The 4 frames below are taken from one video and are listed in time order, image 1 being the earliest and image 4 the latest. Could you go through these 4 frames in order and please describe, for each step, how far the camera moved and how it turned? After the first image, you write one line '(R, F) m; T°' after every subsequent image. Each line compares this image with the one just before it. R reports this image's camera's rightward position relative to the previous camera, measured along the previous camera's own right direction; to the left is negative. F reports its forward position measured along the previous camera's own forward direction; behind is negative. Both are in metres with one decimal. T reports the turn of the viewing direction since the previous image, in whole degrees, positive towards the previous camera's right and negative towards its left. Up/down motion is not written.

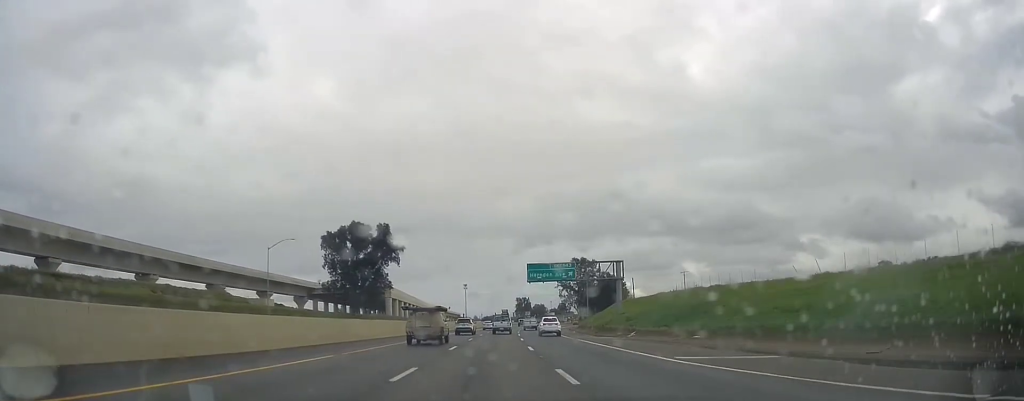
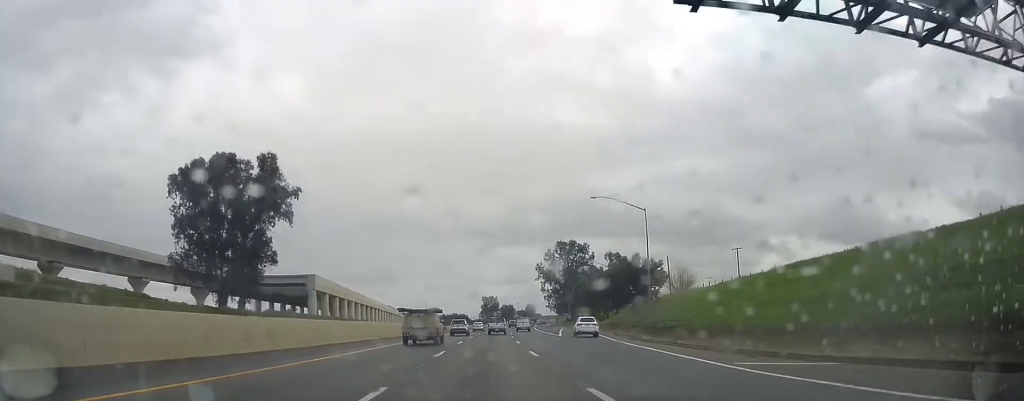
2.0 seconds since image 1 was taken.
(+2.0, +63.8) m; +3°
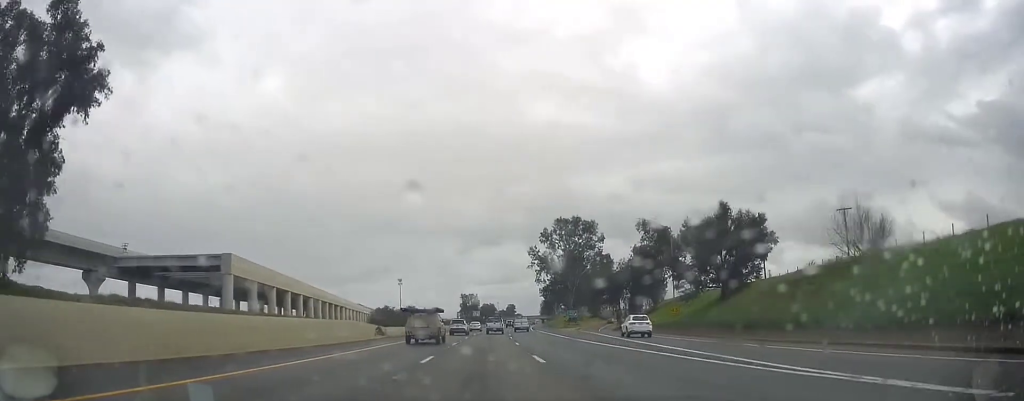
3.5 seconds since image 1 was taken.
(+0.7, +48.7) m; +2°
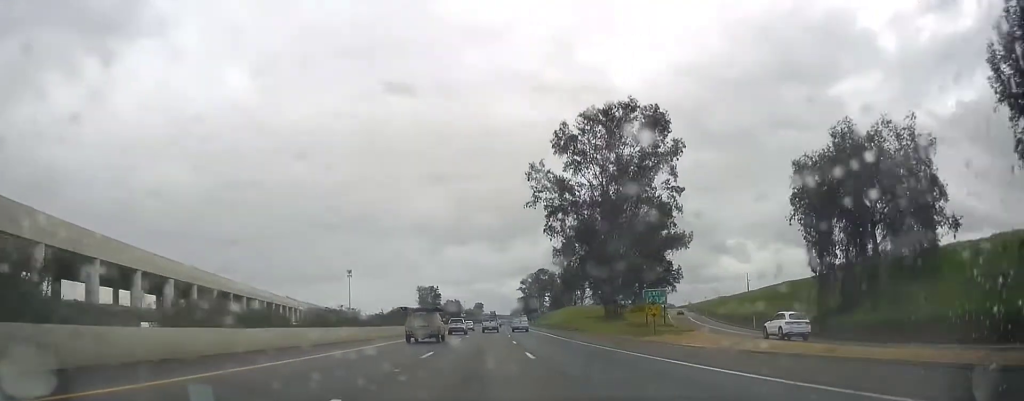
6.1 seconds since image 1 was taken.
(+3.3, +86.2) m; +3°
